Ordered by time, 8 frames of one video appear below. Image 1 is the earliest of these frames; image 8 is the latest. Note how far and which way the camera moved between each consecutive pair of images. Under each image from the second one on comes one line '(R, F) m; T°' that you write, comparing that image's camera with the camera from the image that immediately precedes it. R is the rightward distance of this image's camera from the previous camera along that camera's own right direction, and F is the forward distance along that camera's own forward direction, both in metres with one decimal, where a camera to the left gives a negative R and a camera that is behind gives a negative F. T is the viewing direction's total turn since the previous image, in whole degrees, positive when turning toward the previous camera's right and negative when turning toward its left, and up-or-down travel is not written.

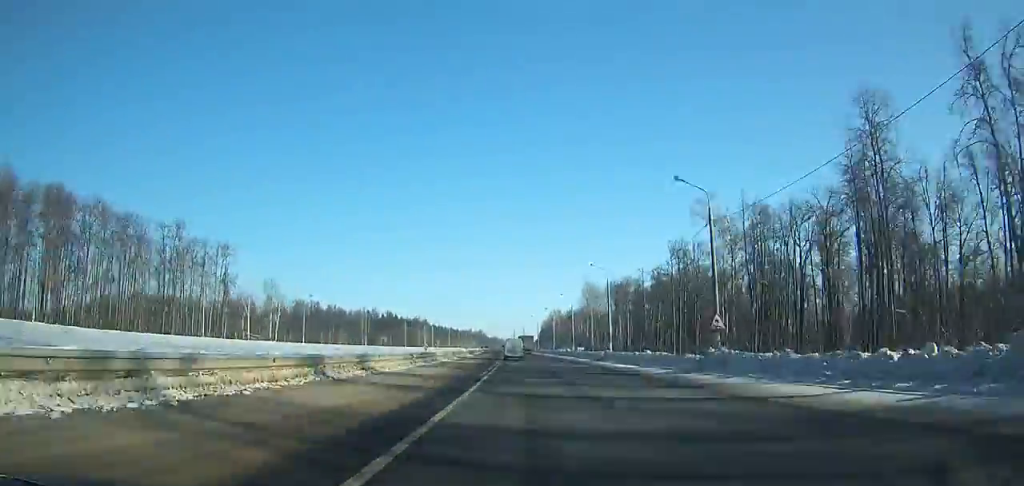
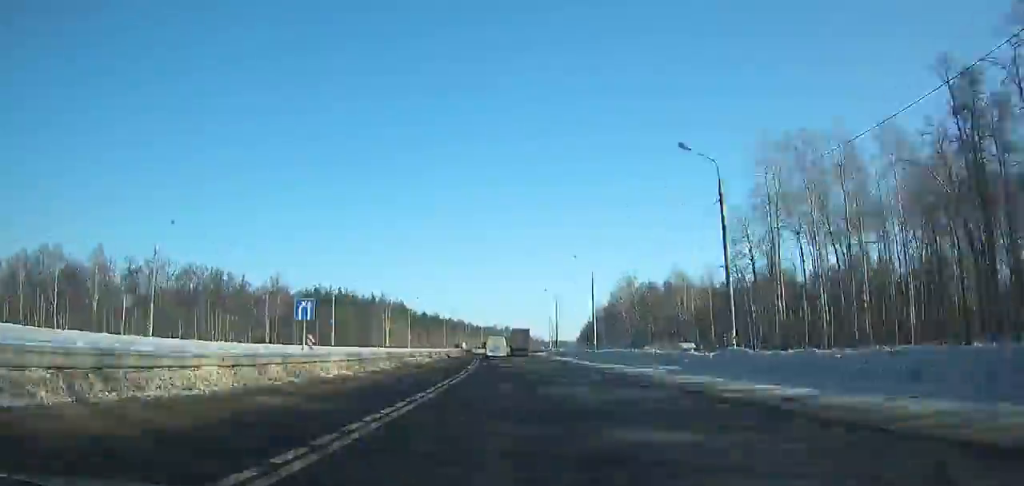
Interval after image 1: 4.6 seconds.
(-4.6, +139.5) m; -3°
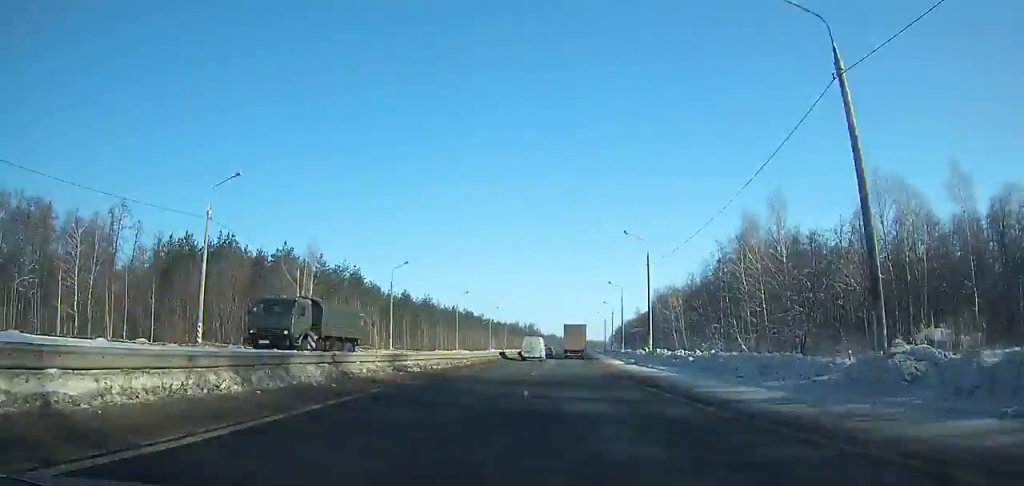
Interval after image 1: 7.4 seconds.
(-0.5, +83.2) m; +1°
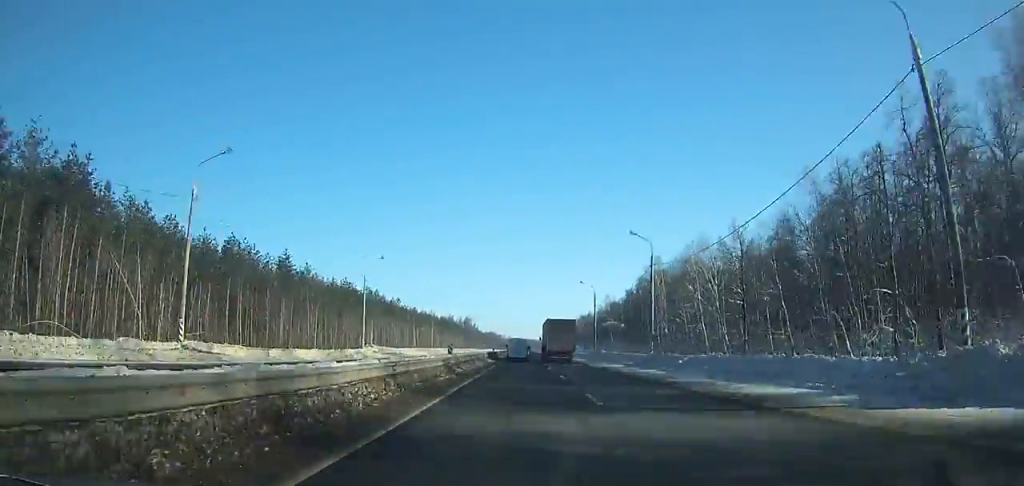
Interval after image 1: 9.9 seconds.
(+1.7, +73.9) m; +2°
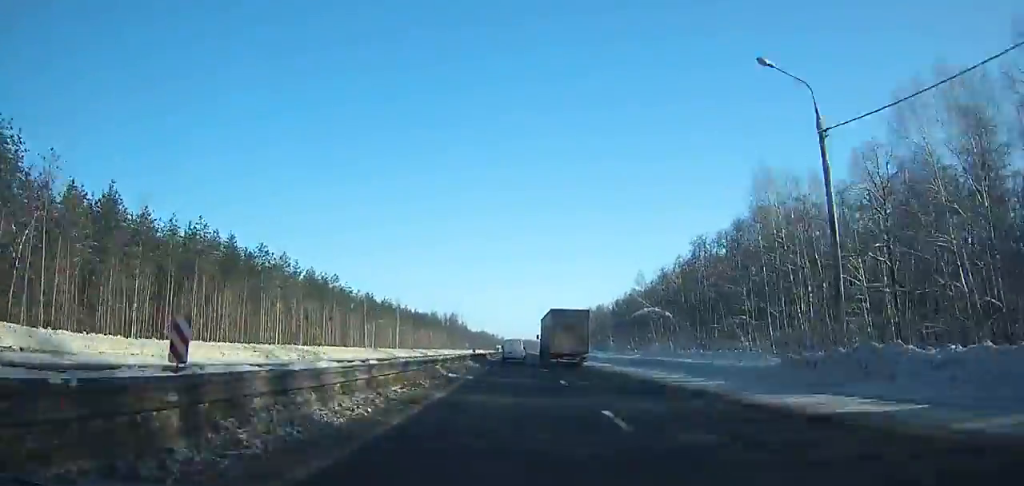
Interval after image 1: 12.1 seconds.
(+1.5, +65.5) m; +1°
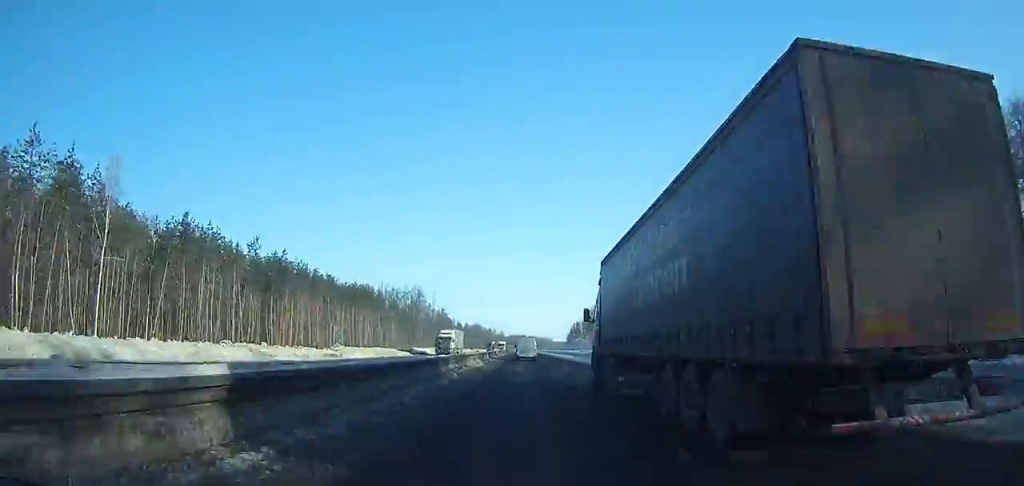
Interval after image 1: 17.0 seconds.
(-0.2, +150.2) m; 0°
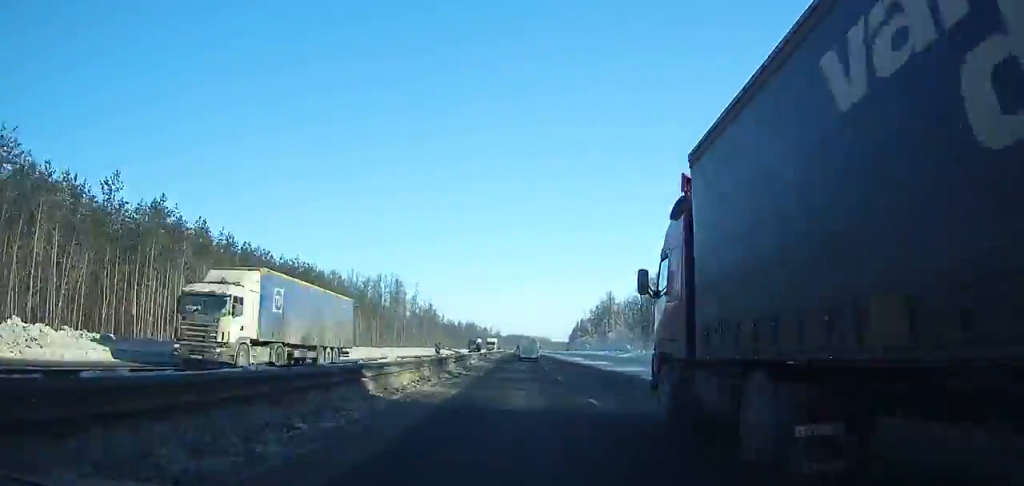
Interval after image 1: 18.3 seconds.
(0.0, +40.6) m; 0°
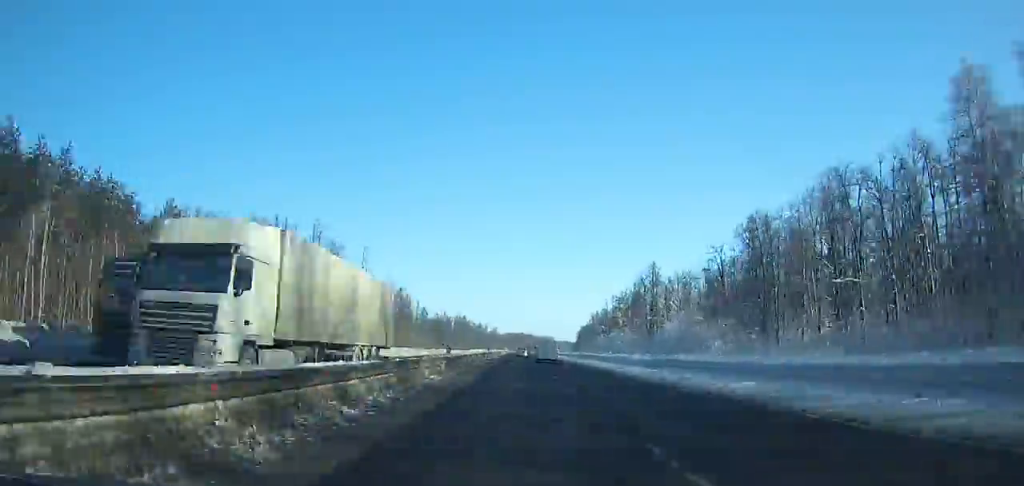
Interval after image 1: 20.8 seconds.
(+0.1, +80.2) m; 0°
